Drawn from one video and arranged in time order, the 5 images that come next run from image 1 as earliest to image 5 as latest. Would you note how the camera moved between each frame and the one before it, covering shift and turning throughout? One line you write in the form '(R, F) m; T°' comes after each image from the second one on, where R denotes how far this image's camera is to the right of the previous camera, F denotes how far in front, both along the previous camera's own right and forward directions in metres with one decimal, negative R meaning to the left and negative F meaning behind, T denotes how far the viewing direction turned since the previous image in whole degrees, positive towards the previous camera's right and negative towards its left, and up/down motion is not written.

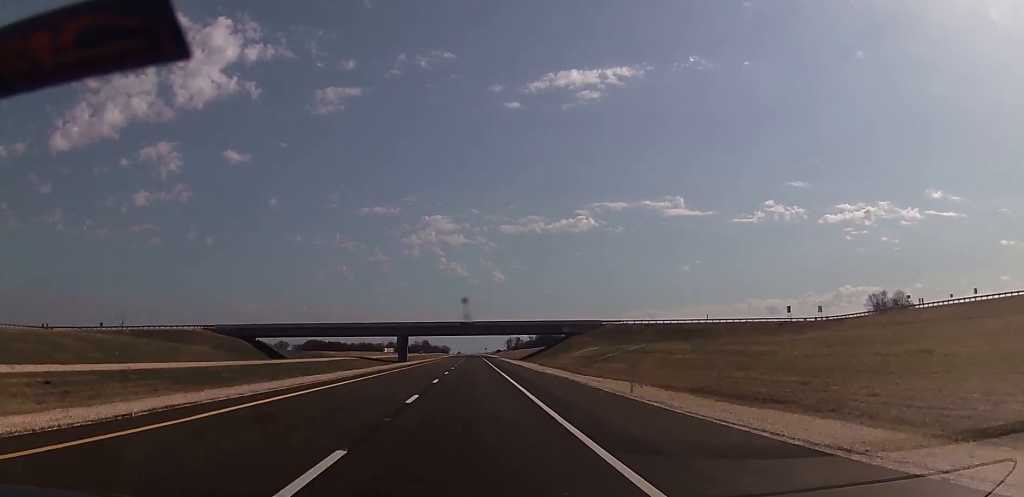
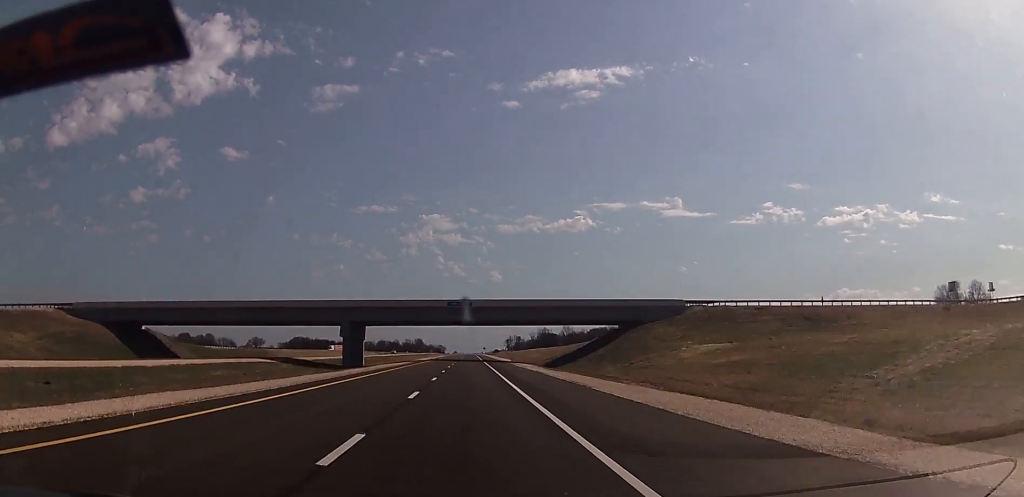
(-0.5, +70.8) m; 0°
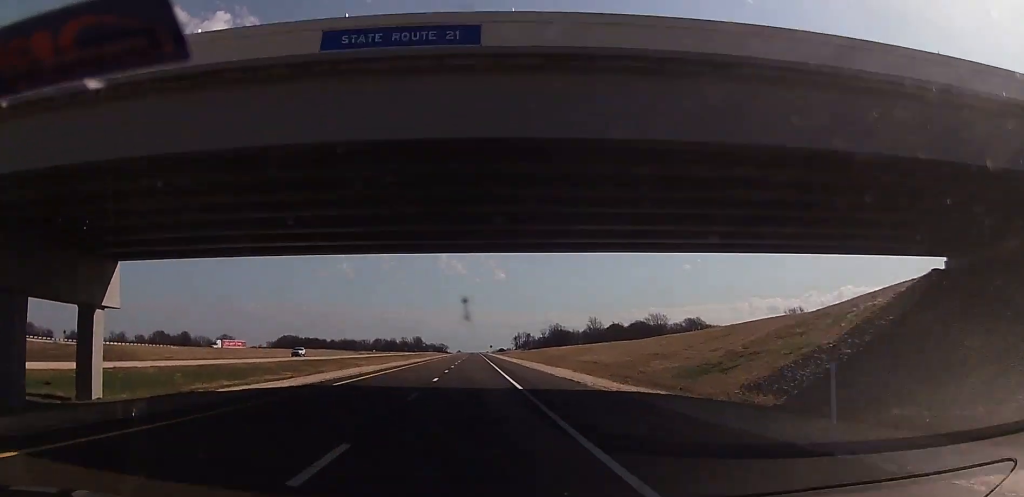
(-0.3, +86.2) m; 0°
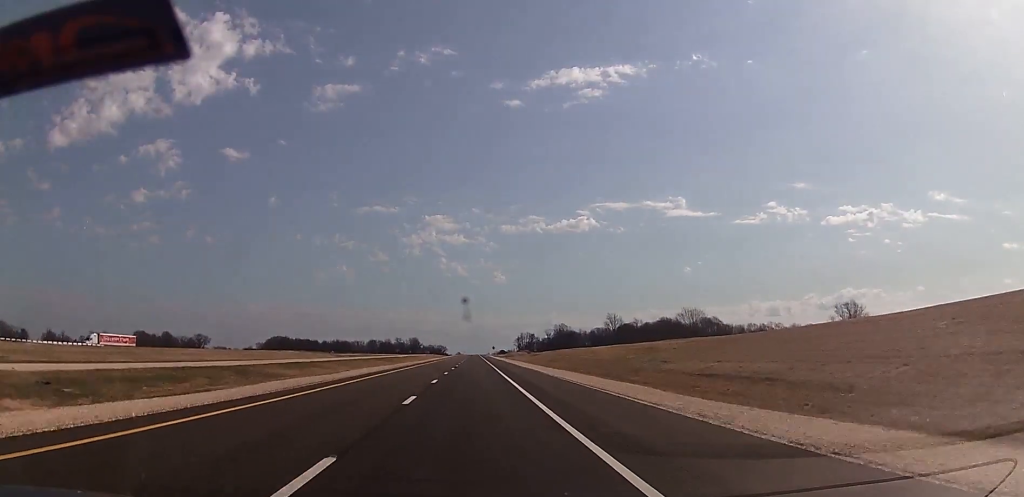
(+0.7, +49.5) m; +1°
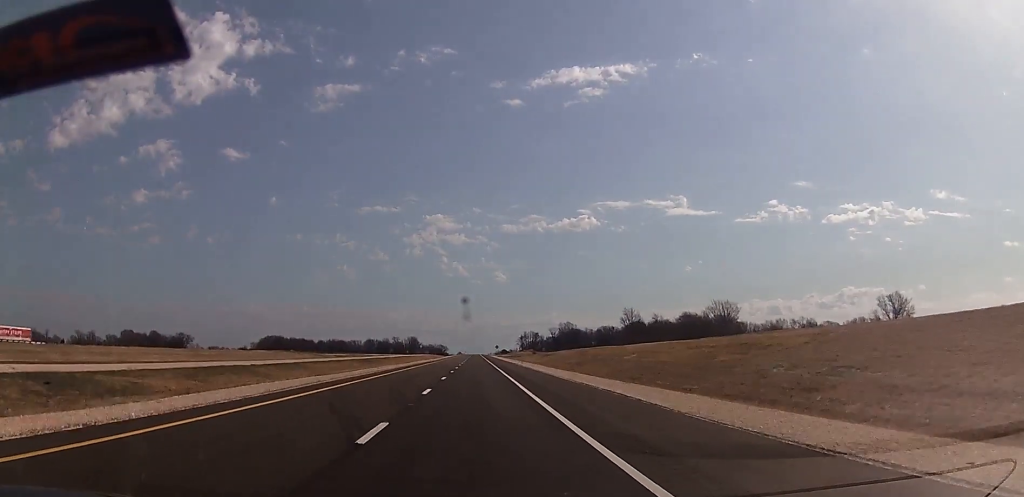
(-0.1, +31.8) m; -1°
